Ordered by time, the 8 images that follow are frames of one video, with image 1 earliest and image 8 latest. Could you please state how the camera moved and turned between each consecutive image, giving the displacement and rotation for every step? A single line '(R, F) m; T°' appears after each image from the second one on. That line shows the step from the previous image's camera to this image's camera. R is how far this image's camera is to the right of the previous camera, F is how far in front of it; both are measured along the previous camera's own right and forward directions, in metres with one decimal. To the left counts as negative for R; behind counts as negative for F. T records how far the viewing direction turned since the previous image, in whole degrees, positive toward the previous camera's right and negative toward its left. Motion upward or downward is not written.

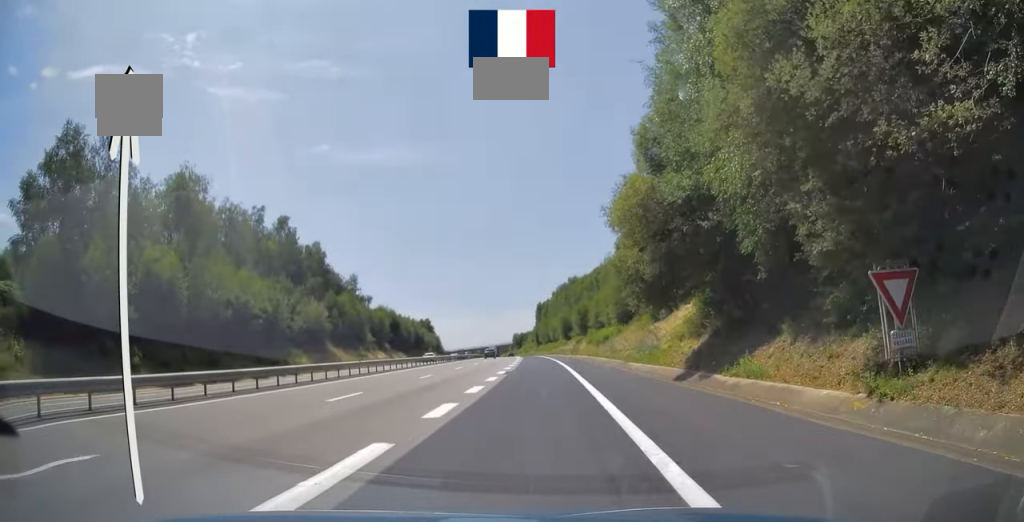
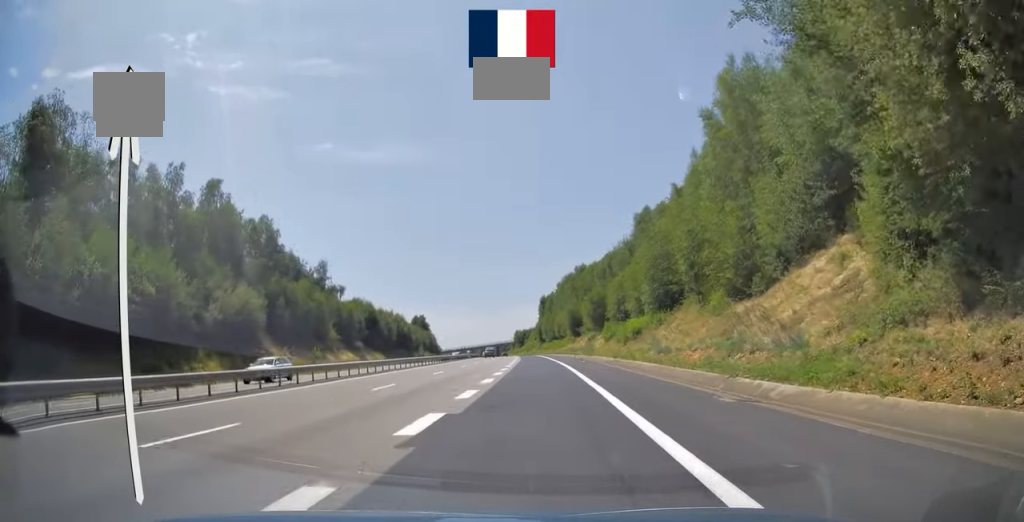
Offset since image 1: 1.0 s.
(0.0, +21.6) m; 0°
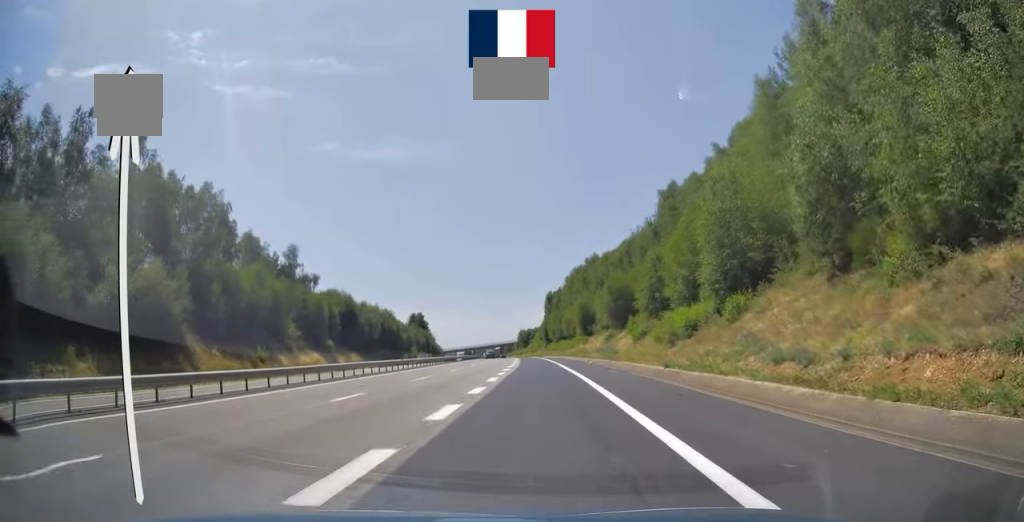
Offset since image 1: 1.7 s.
(-0.1, +17.1) m; 0°
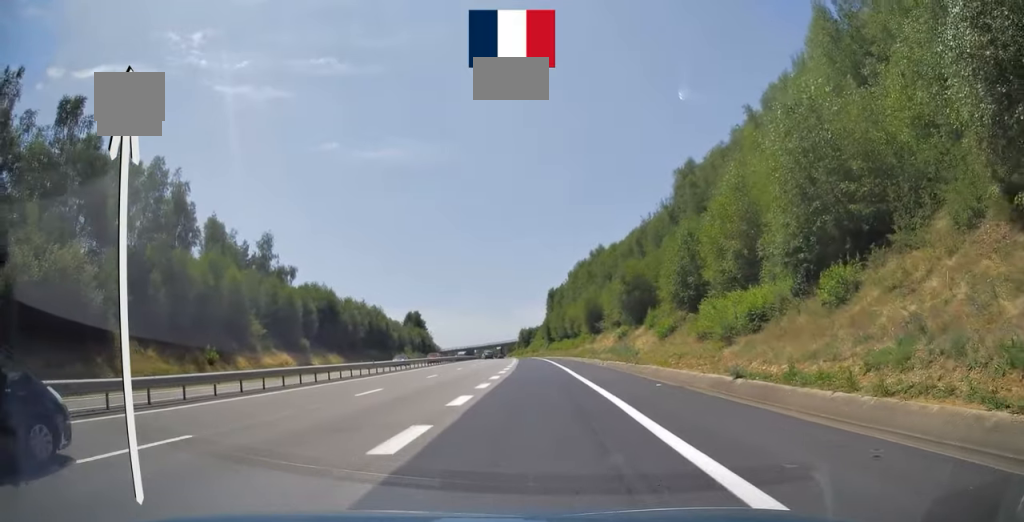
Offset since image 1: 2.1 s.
(0.0, +10.2) m; 0°
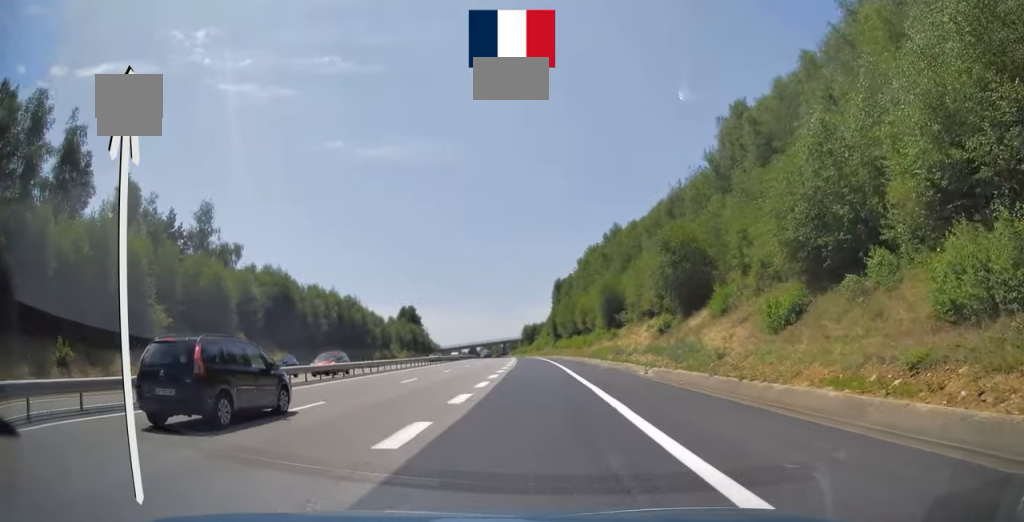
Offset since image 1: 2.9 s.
(0.0, +19.0) m; 0°
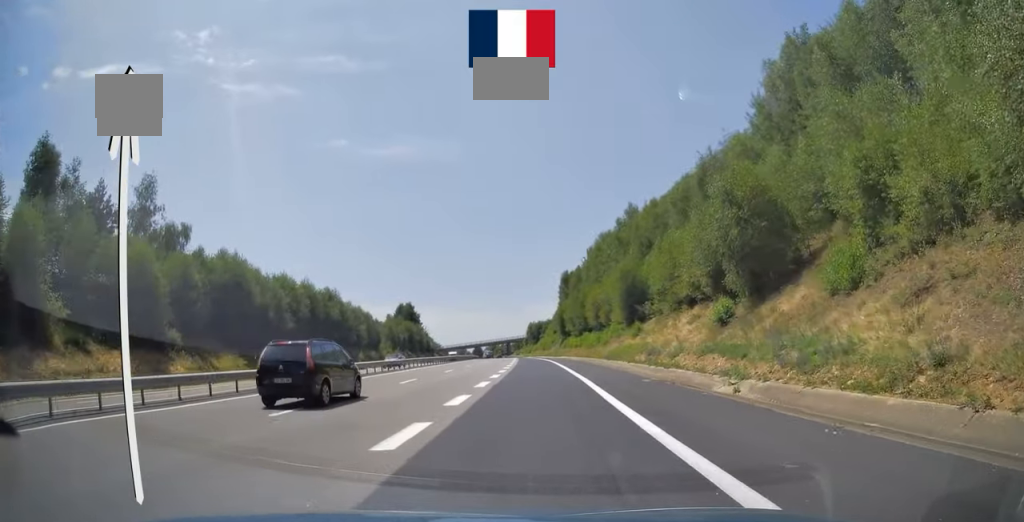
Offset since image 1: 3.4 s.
(0.0, +13.1) m; 0°
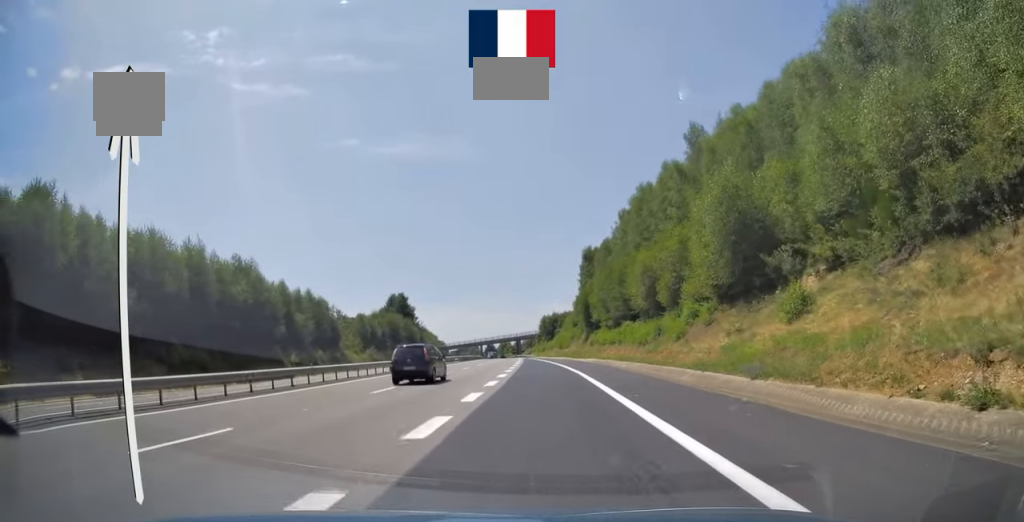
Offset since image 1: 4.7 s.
(-0.4, +31.4) m; -1°
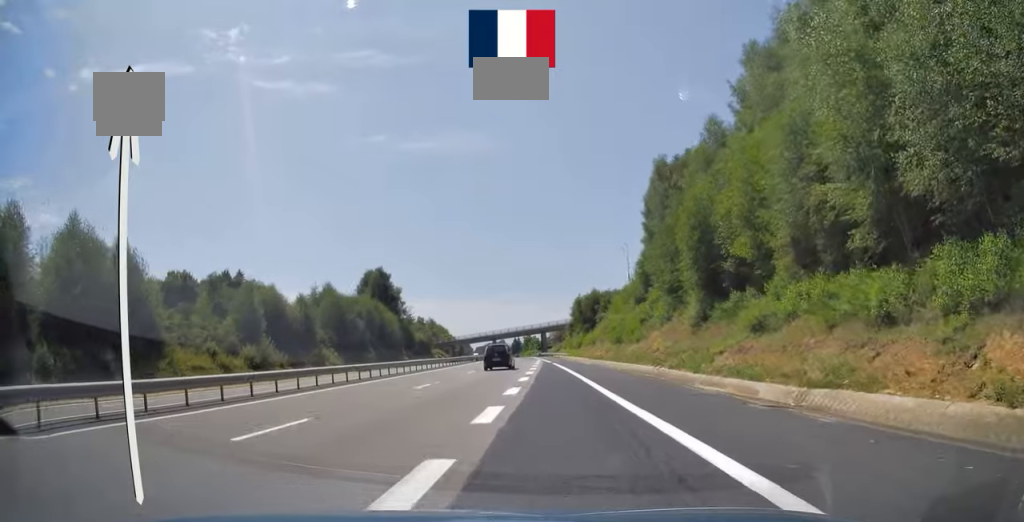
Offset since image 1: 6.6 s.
(-1.0, +50.0) m; -2°
